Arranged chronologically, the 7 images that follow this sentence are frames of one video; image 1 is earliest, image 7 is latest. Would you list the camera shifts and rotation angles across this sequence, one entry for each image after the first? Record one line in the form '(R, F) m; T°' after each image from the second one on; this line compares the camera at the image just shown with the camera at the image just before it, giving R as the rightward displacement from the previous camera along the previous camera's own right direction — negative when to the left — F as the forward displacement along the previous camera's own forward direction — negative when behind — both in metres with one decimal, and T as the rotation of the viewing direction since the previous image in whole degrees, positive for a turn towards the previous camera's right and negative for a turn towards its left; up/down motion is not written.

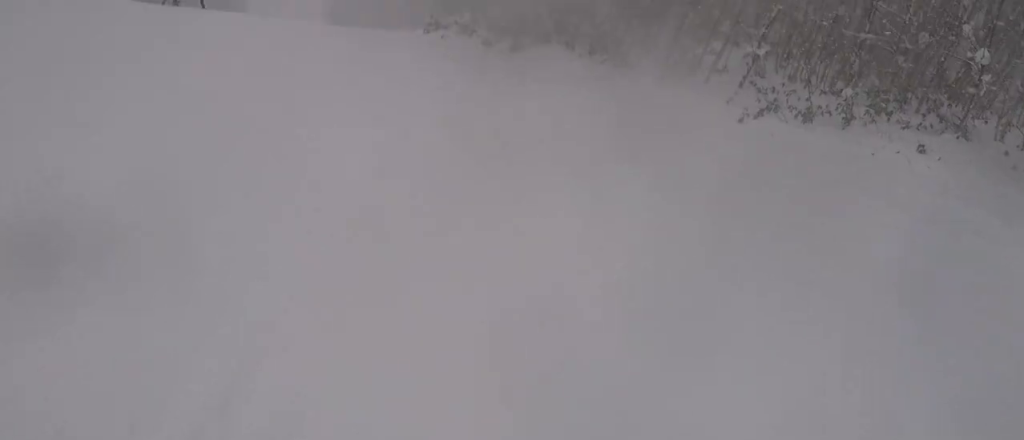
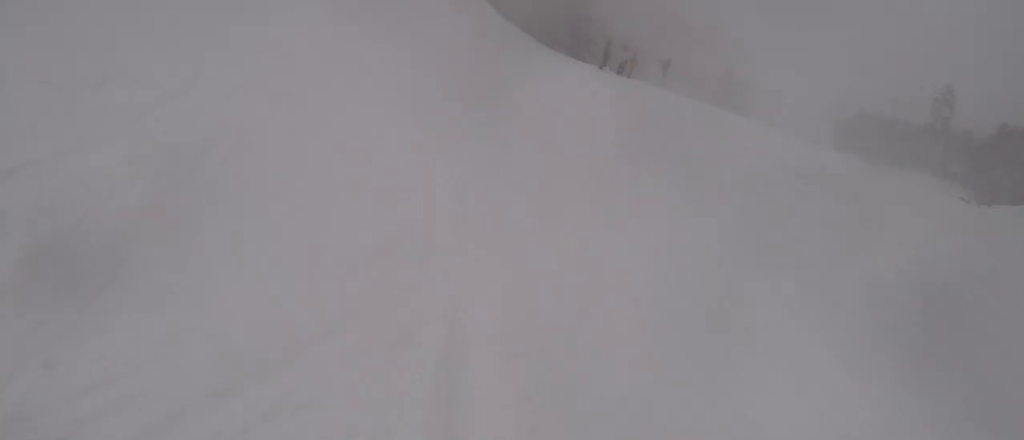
(-8.1, +17.7) m; -38°
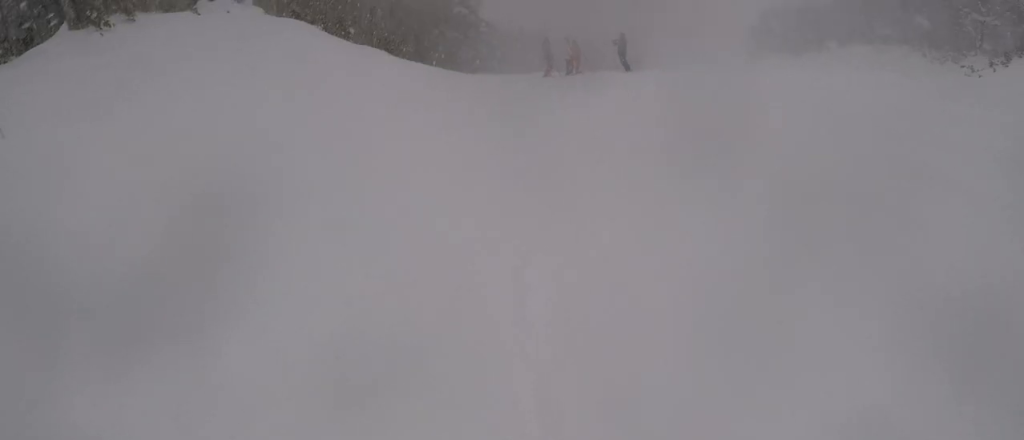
(-1.3, +6.8) m; -1°
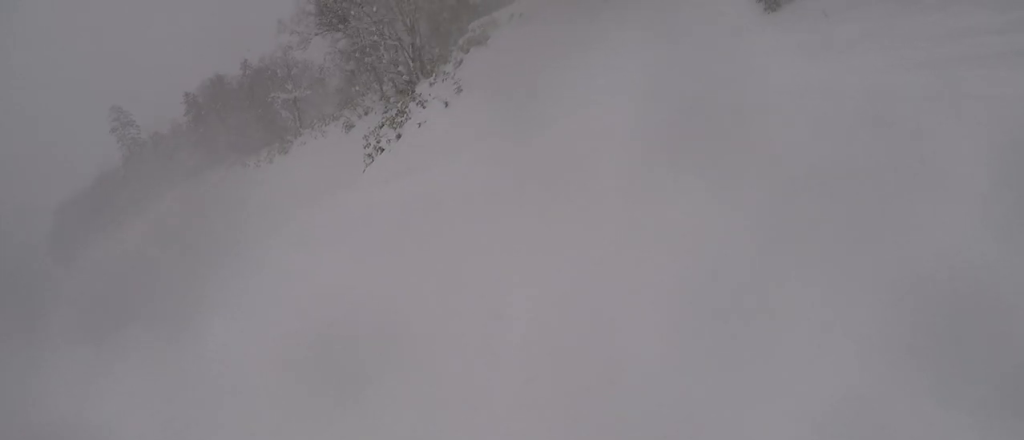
(+9.7, +10.9) m; +64°
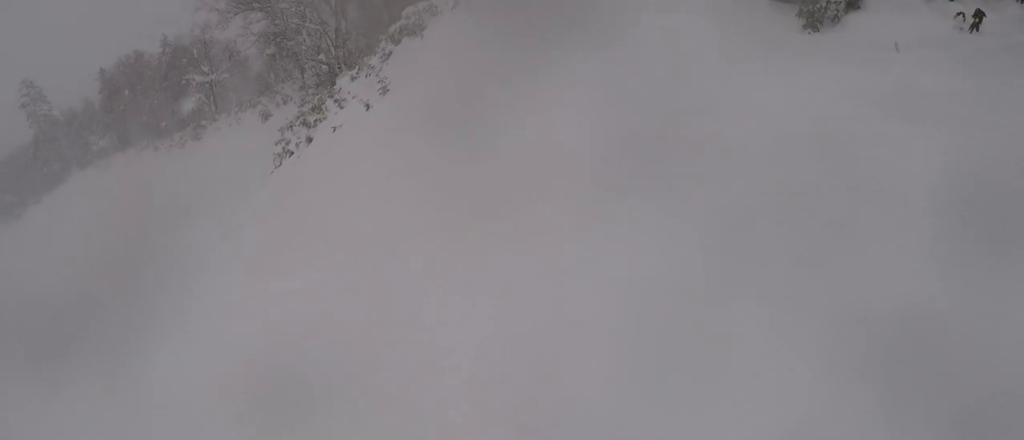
(+0.1, +4.0) m; -3°
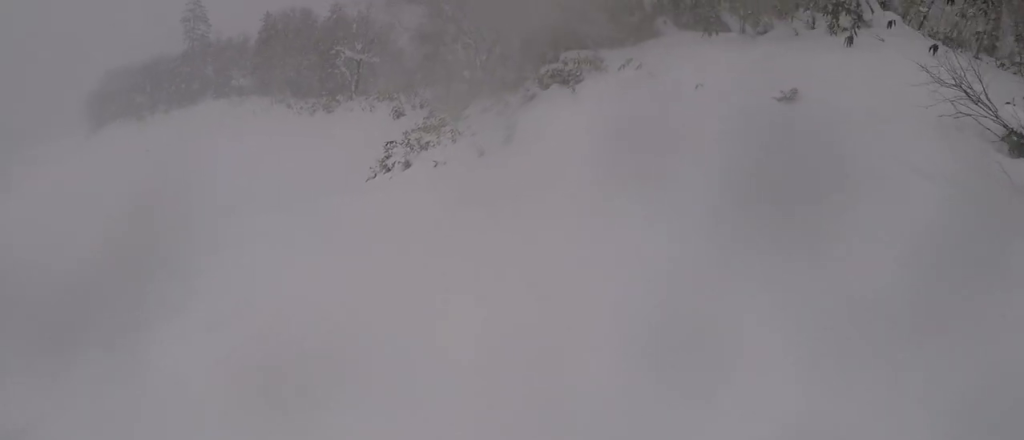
(-0.3, +4.1) m; -10°
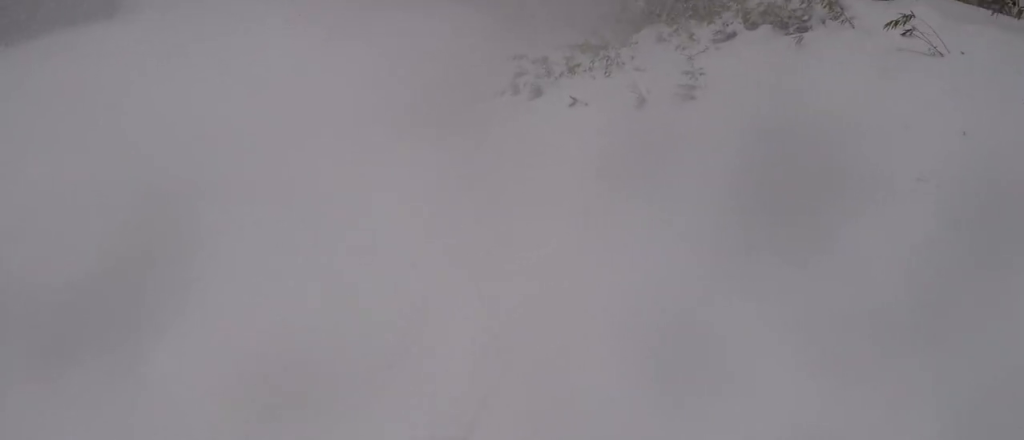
(-0.2, +4.7) m; -15°
